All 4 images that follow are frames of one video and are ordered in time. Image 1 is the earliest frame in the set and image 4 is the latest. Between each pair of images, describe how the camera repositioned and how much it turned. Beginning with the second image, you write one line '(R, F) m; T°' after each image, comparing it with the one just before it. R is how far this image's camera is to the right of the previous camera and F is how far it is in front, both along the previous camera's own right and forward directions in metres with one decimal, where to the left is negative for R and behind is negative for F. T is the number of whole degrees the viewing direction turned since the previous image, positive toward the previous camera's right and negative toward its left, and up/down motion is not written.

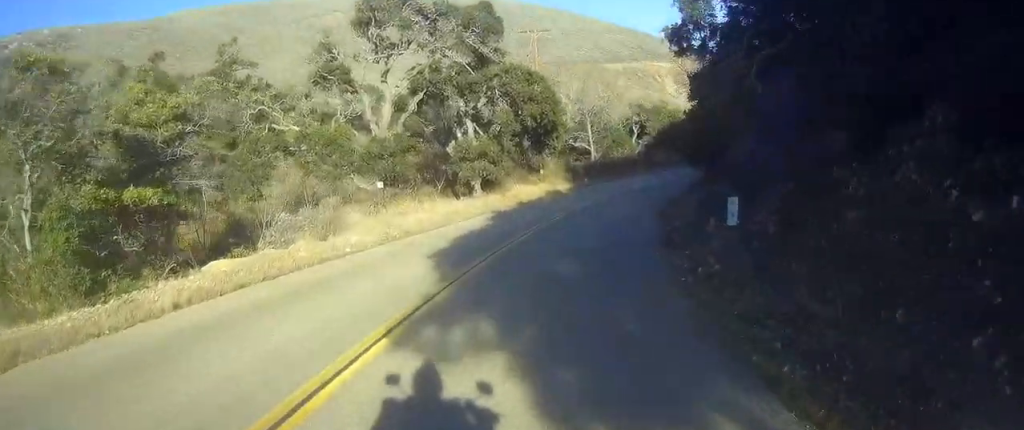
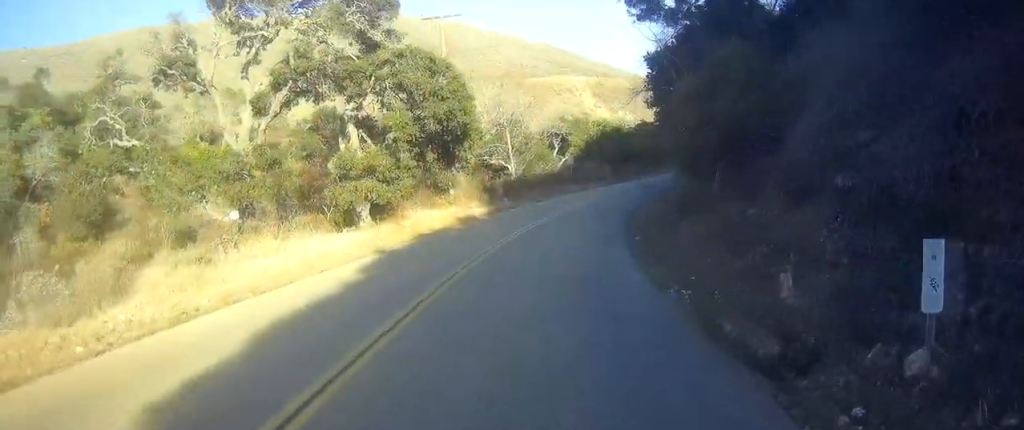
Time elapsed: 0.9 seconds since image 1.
(+1.1, +11.3) m; +11°
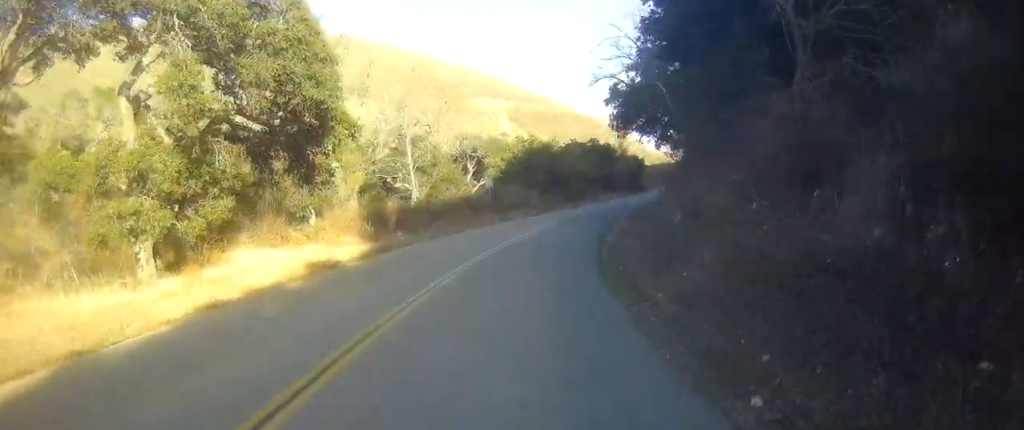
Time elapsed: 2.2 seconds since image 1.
(+1.0, +14.6) m; -2°
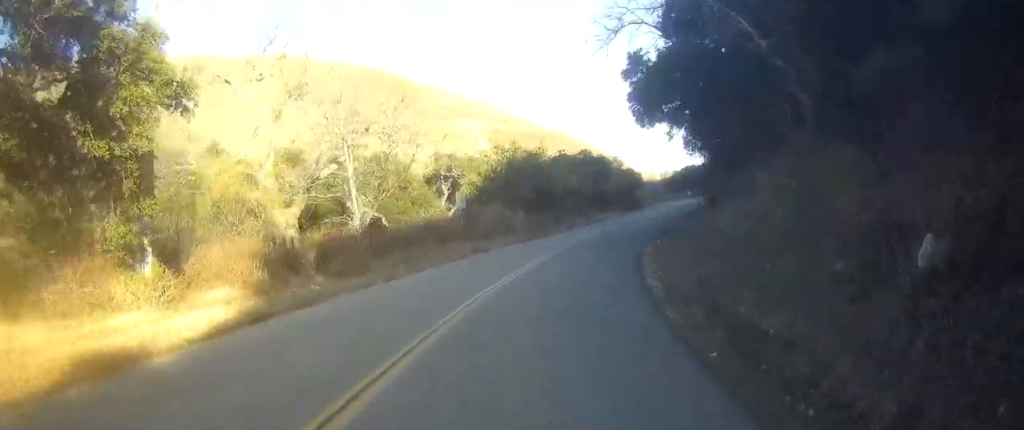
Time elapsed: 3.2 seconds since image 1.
(-1.1, +5.3) m; -1°
